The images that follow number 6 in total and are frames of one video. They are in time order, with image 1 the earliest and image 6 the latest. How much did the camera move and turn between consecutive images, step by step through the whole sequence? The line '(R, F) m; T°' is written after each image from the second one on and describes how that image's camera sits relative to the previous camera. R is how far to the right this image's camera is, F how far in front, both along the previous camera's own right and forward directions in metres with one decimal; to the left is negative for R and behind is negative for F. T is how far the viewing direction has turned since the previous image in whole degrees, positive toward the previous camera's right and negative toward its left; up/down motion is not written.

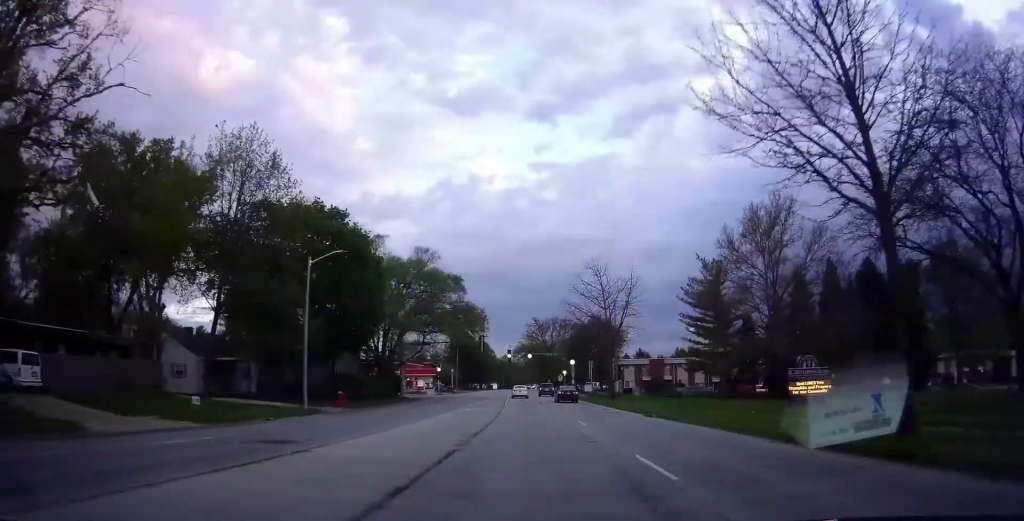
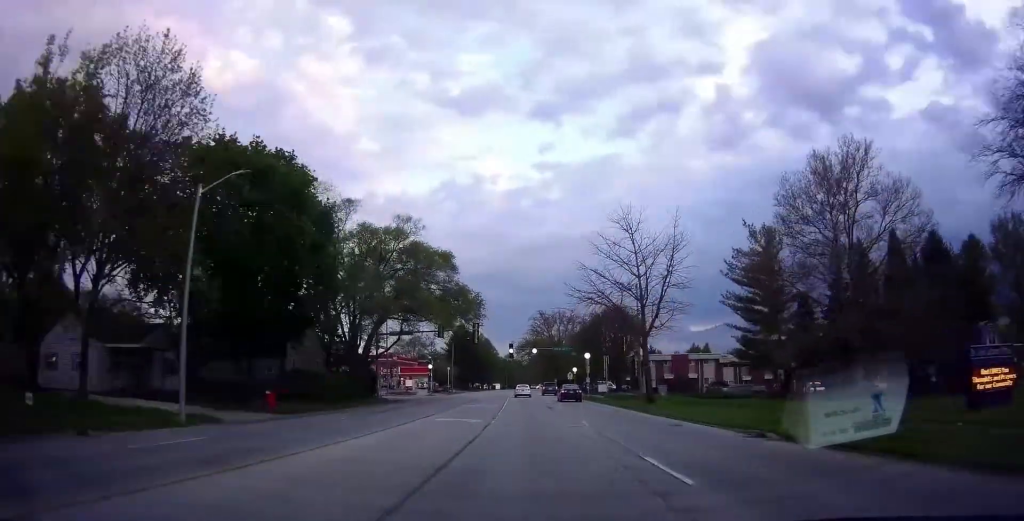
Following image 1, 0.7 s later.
(-0.2, +12.9) m; 0°
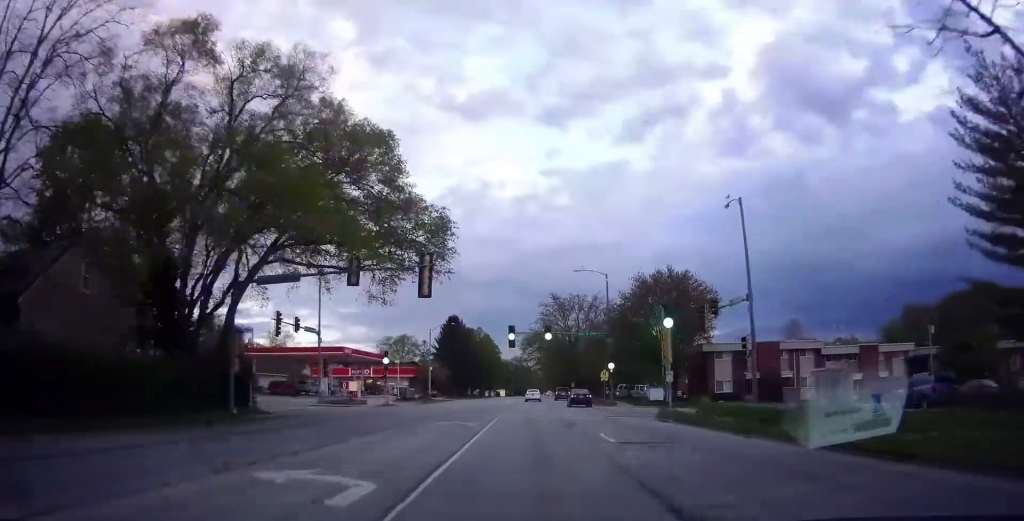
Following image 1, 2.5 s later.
(-0.7, +31.5) m; -1°
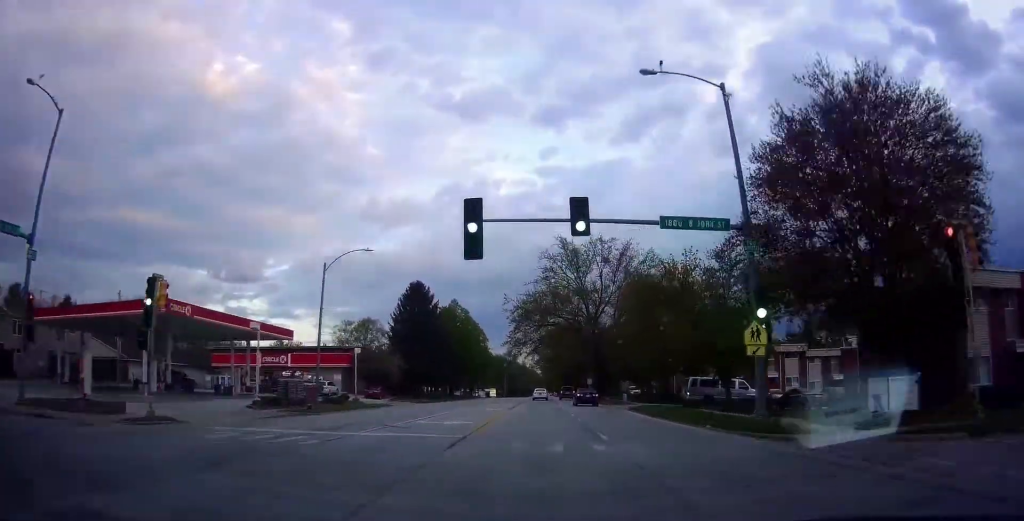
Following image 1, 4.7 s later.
(+0.7, +36.8) m; +1°
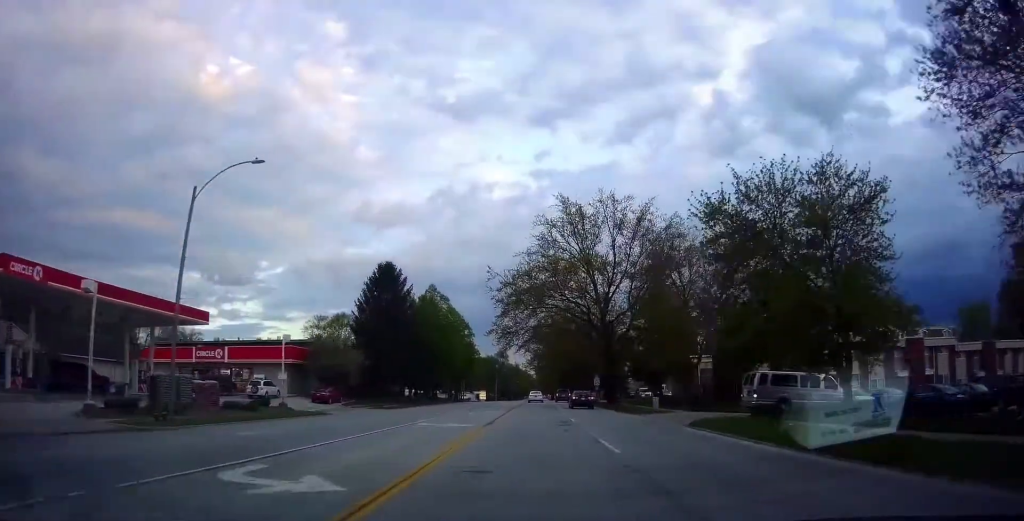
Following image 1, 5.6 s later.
(+0.4, +14.7) m; -1°
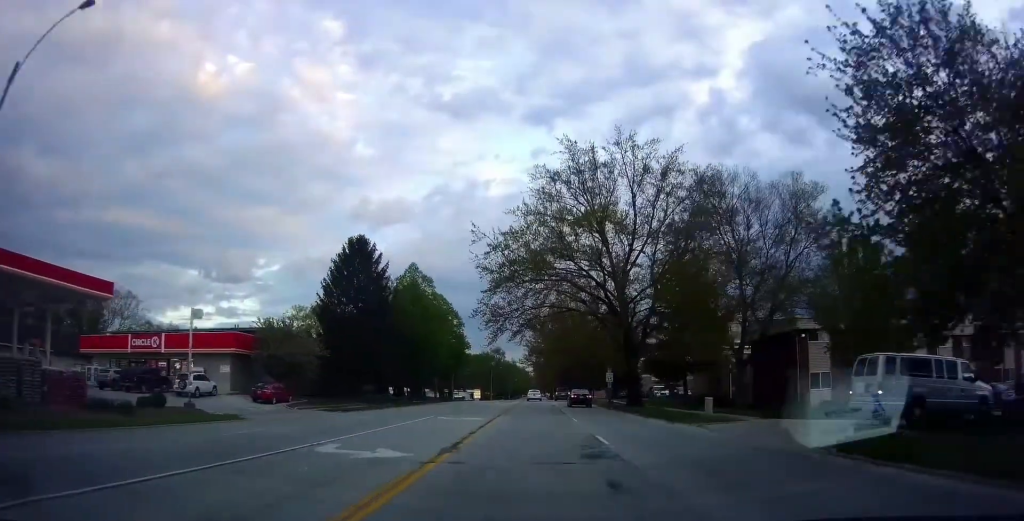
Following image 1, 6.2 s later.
(-0.4, +11.4) m; 0°
